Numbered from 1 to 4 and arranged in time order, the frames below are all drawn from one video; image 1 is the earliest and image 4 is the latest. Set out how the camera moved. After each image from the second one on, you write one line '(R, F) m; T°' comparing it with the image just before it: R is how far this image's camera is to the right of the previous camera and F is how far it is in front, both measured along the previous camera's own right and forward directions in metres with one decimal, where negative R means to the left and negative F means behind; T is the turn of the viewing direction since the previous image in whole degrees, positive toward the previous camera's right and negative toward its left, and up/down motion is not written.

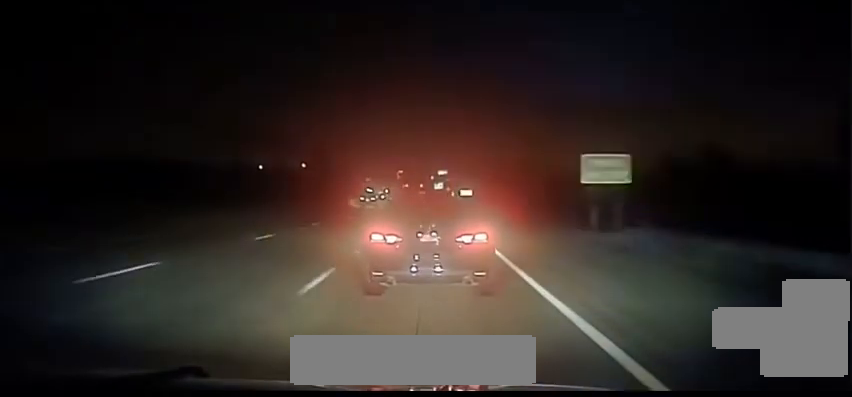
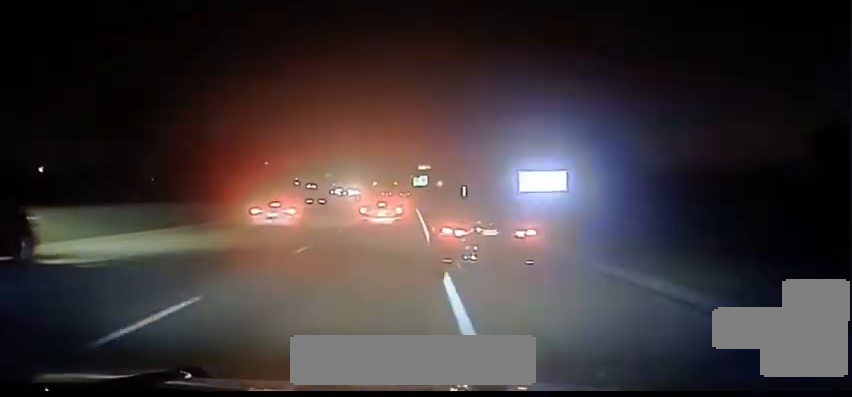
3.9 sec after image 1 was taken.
(+0.4, +184.2) m; +1°
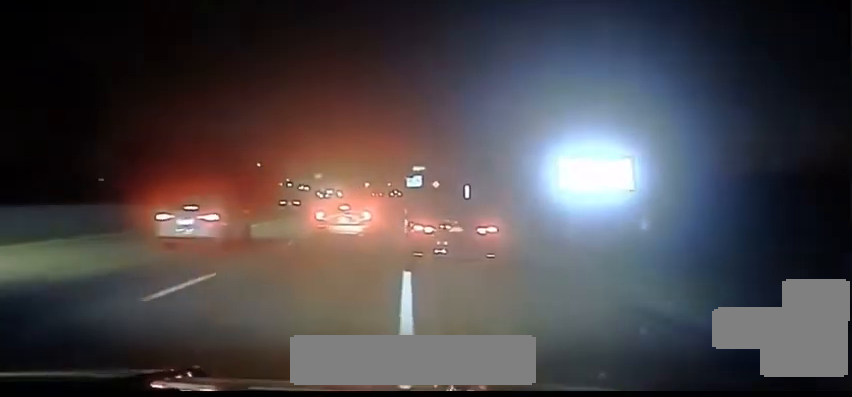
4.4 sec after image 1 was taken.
(-0.1, +20.6) m; 0°
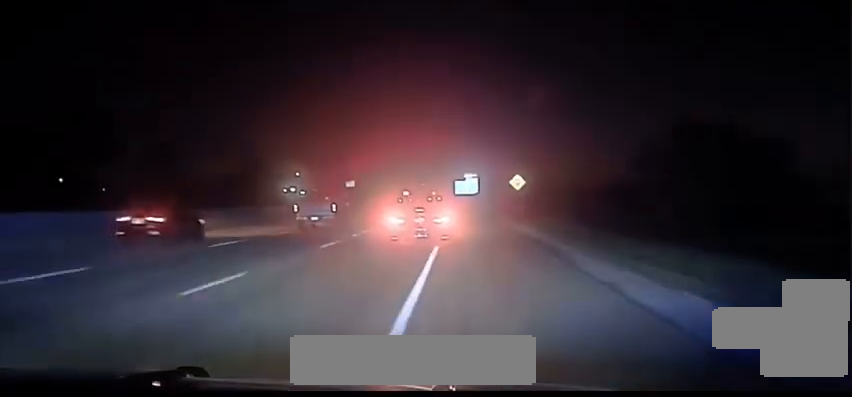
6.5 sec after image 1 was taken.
(-1.9, +94.4) m; -3°
